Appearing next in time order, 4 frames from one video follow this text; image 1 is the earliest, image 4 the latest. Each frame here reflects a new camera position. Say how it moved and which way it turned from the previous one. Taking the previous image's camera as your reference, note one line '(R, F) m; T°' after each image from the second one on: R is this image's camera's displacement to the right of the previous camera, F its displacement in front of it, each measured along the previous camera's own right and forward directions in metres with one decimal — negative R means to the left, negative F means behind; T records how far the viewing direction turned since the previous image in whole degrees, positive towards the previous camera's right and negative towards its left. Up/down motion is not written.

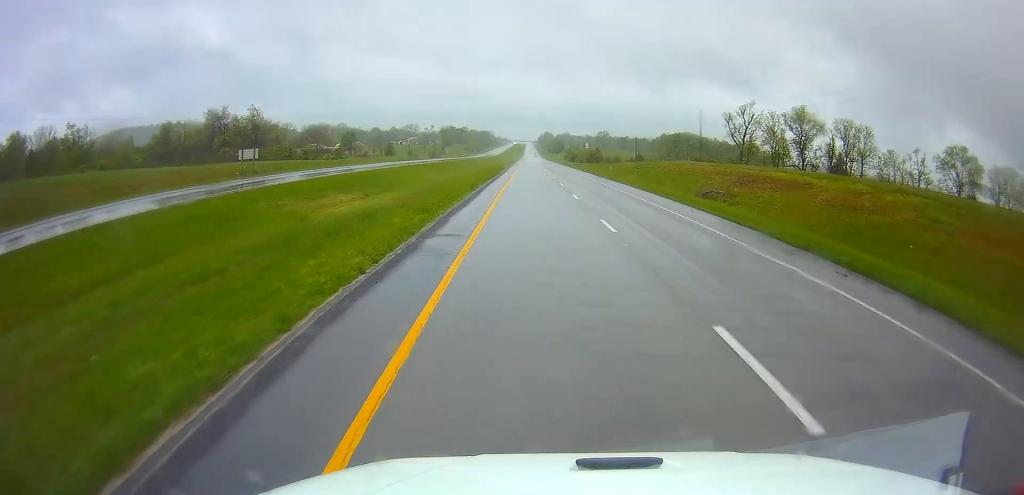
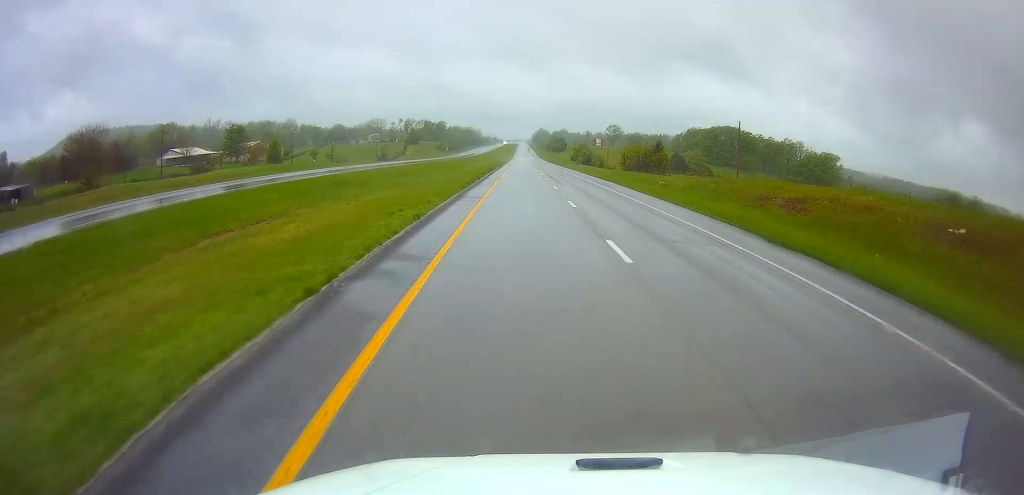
(+0.5, +102.7) m; 0°
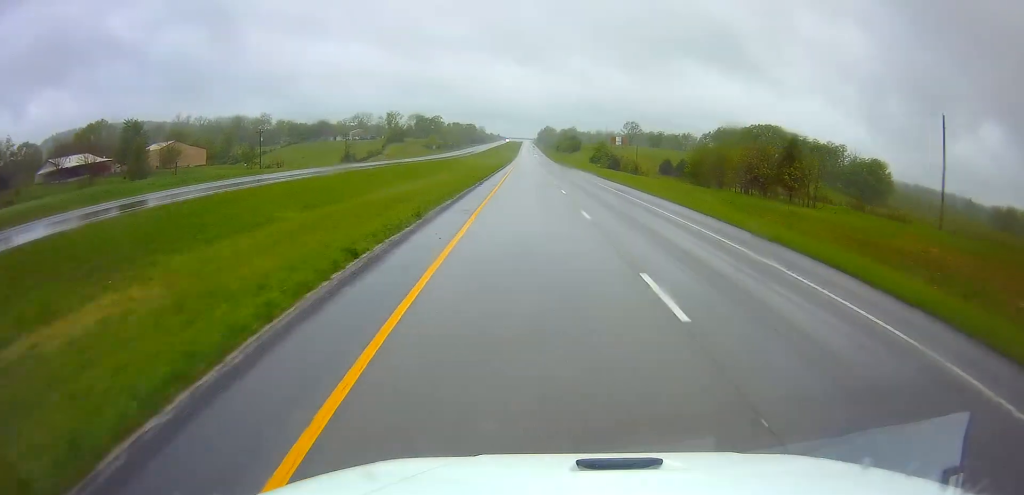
(-0.4, +52.9) m; 0°
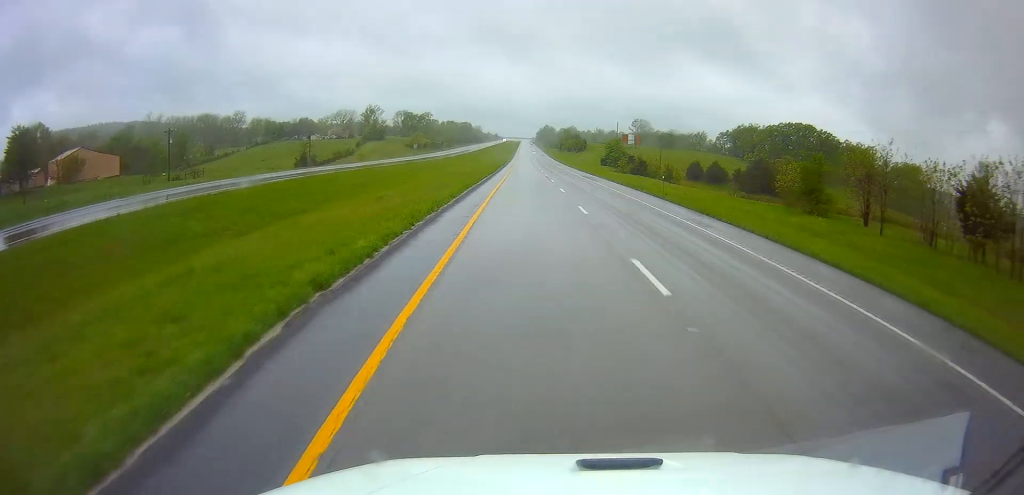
(+0.1, +35.2) m; 0°
